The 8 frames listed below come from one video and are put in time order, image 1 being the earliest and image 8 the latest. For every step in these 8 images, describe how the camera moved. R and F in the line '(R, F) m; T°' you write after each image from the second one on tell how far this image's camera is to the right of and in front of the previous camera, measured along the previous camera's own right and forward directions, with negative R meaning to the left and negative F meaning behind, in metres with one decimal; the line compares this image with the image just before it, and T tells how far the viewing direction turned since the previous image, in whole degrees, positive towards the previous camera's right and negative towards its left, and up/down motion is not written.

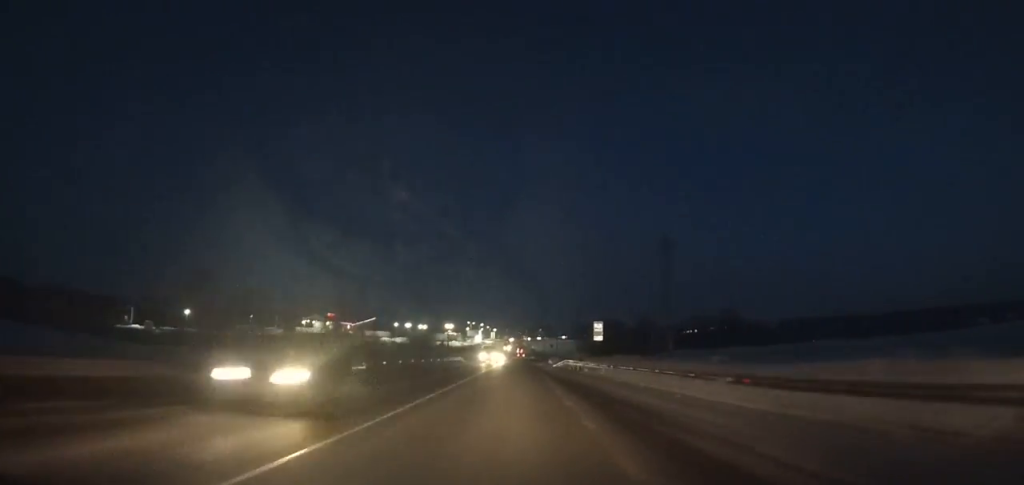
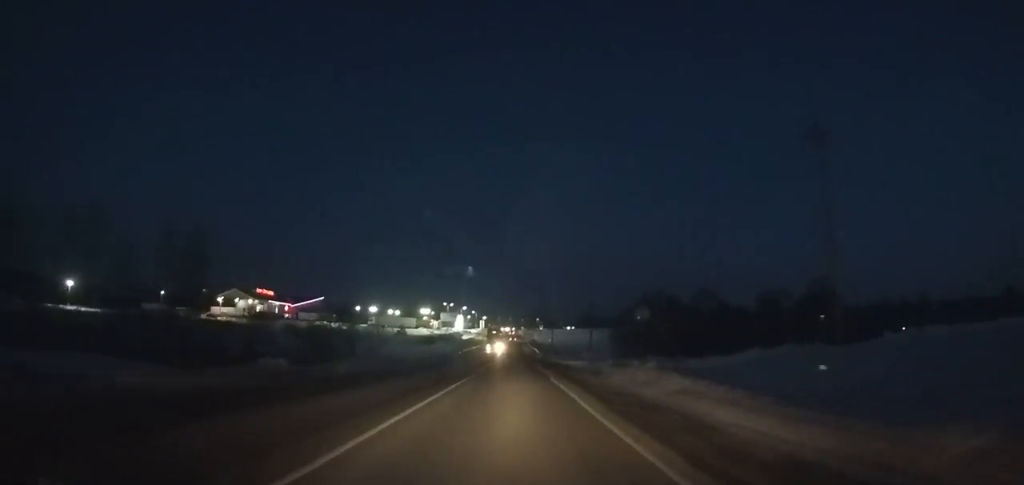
(+0.2, +81.4) m; 0°
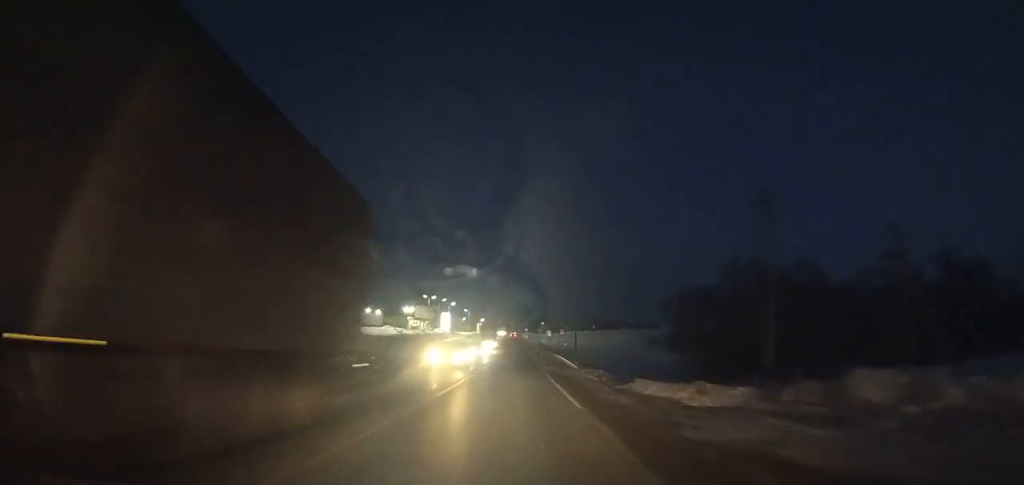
(+0.1, +55.4) m; 0°
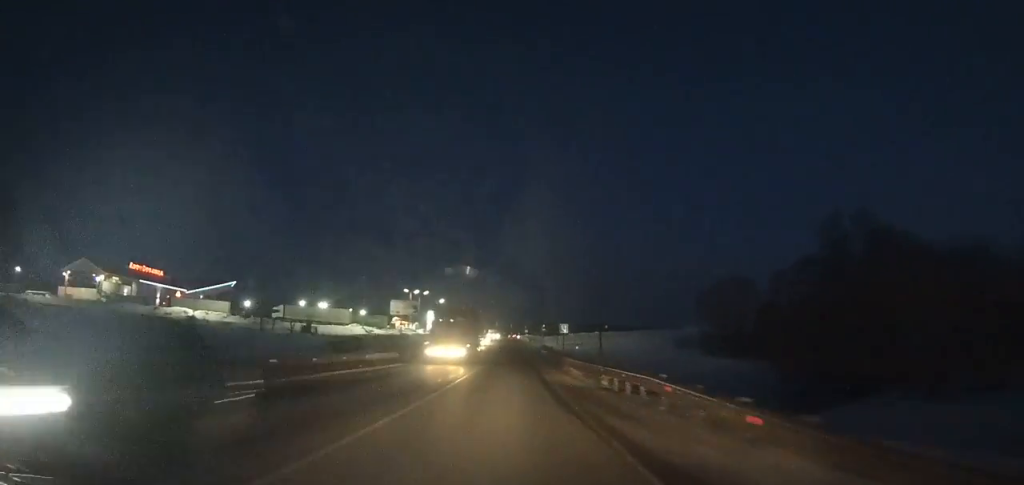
(0.0, +27.6) m; 0°
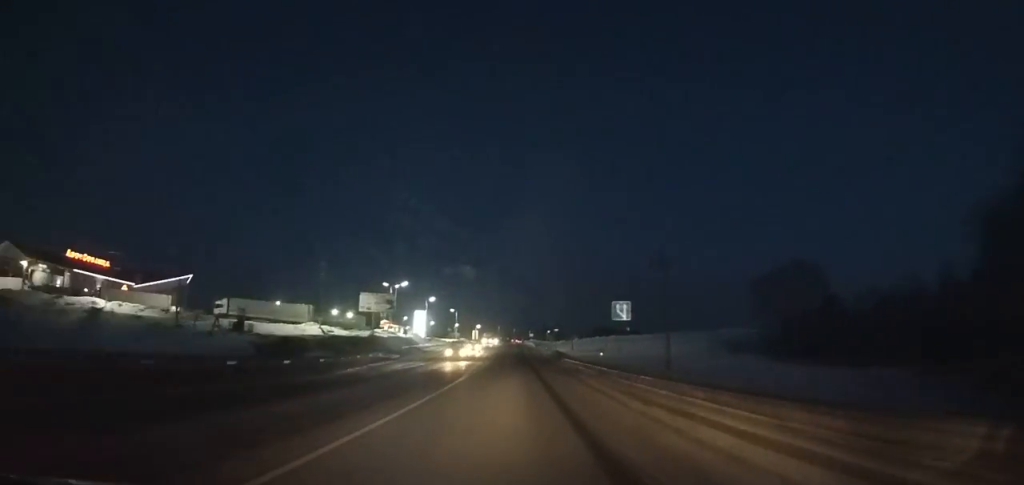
(-0.1, +27.6) m; 0°
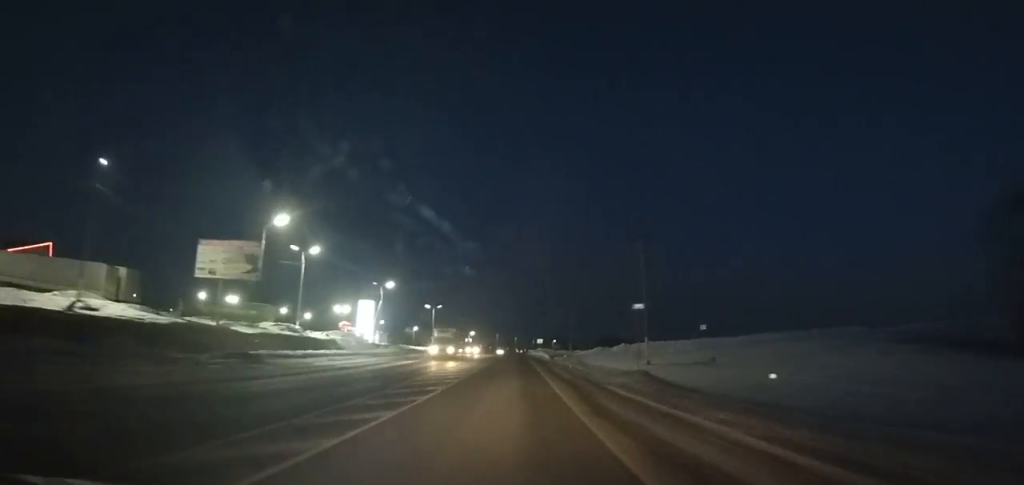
(-0.1, +52.0) m; 0°
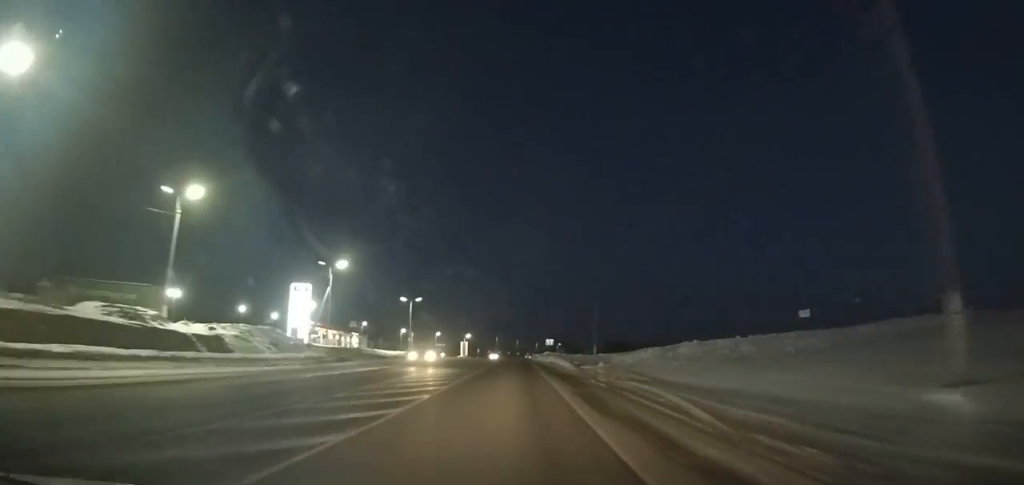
(0.0, +27.6) m; 0°
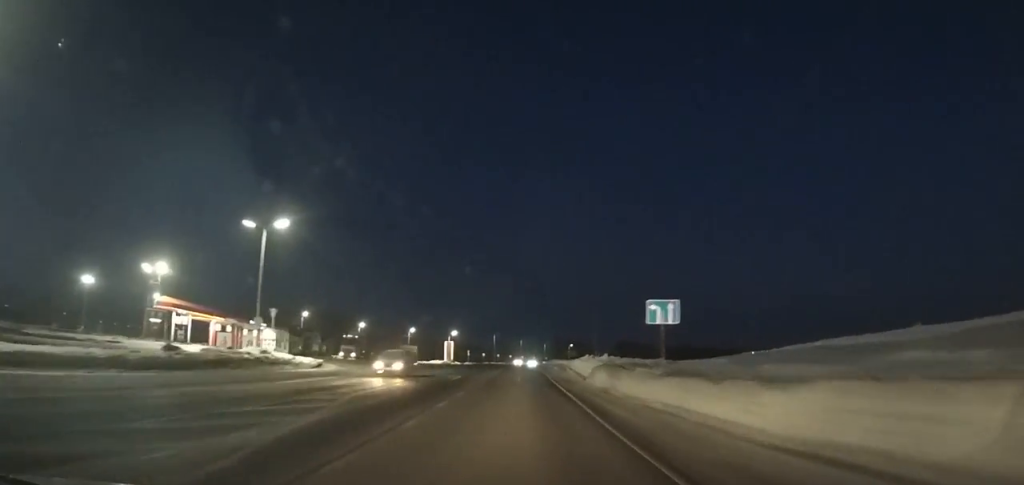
(-0.1, +59.8) m; 0°
